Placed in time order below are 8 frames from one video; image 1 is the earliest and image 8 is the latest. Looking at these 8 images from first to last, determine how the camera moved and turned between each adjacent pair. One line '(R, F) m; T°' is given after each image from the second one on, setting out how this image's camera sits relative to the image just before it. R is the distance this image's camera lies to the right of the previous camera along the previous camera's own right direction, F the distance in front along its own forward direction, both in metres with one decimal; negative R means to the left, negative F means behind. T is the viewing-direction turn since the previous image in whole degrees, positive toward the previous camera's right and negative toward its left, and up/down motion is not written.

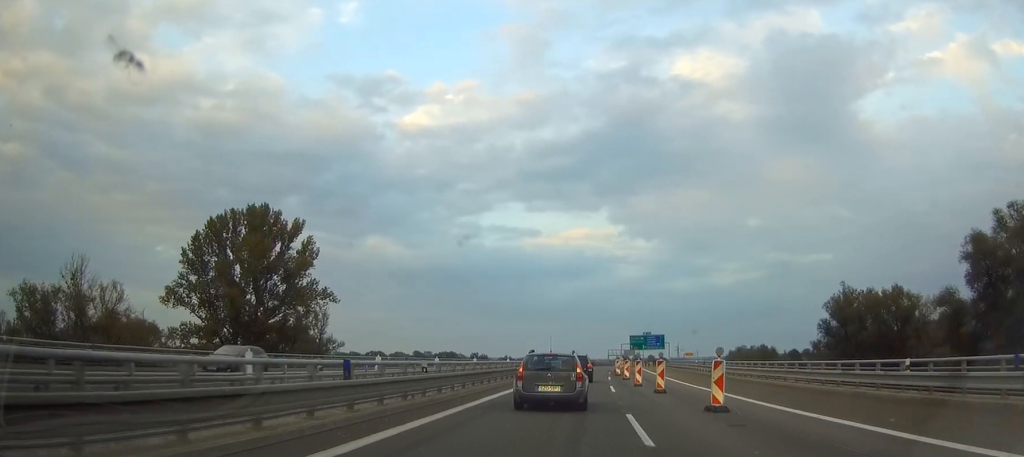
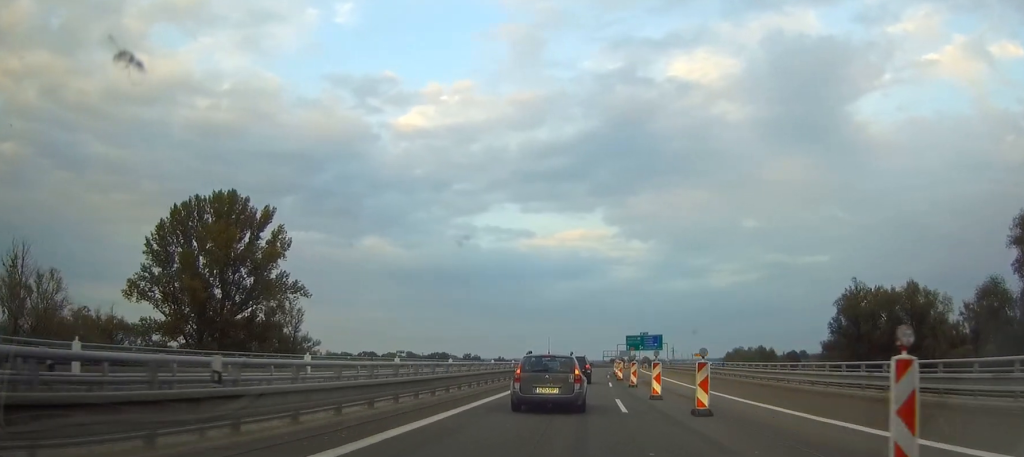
(0.0, +10.7) m; 0°
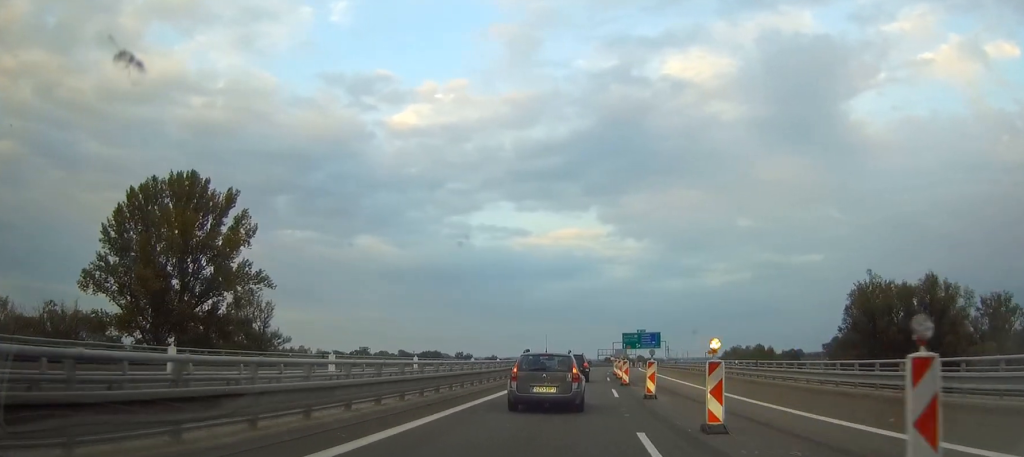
(0.0, +11.4) m; +1°
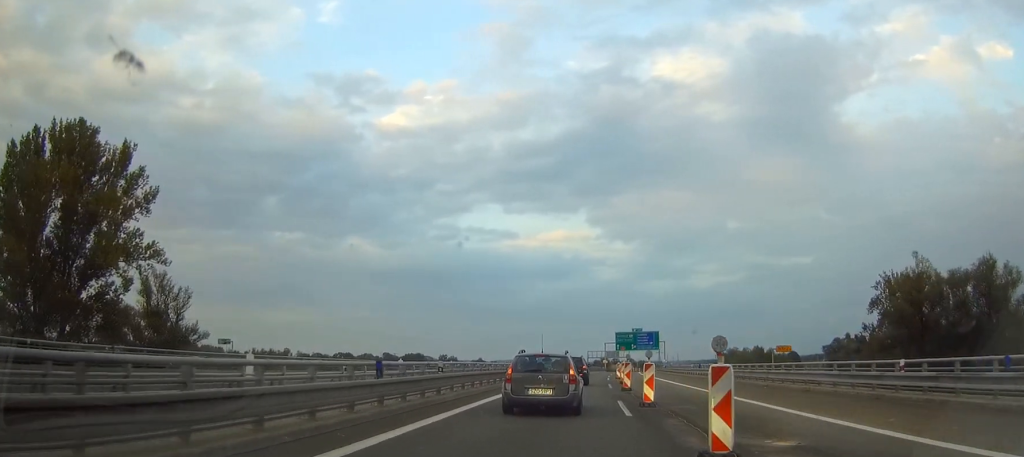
(+0.5, +25.9) m; +3°
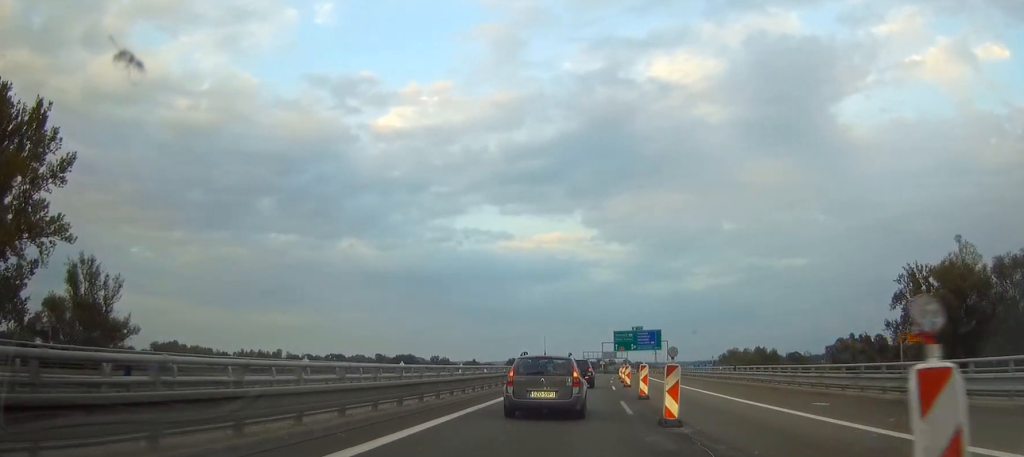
(+0.4, +16.9) m; +2°
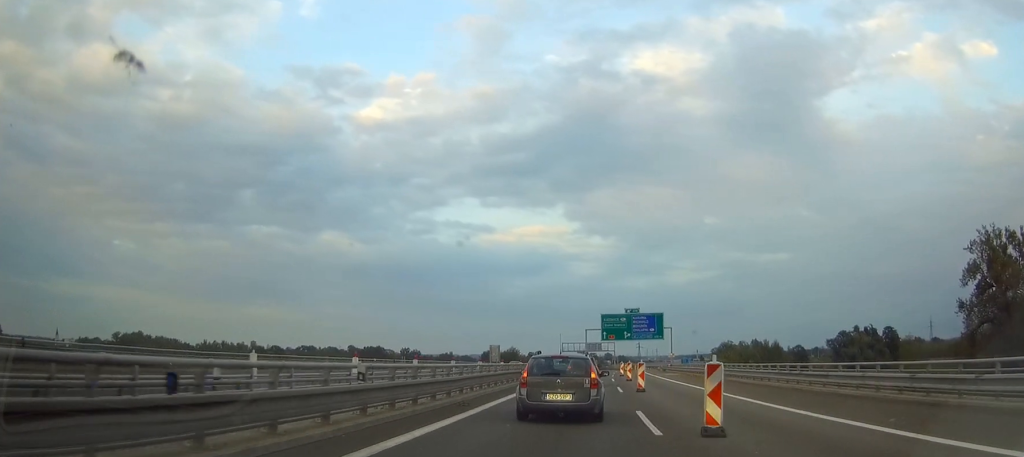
(+0.2, +42.5) m; +1°
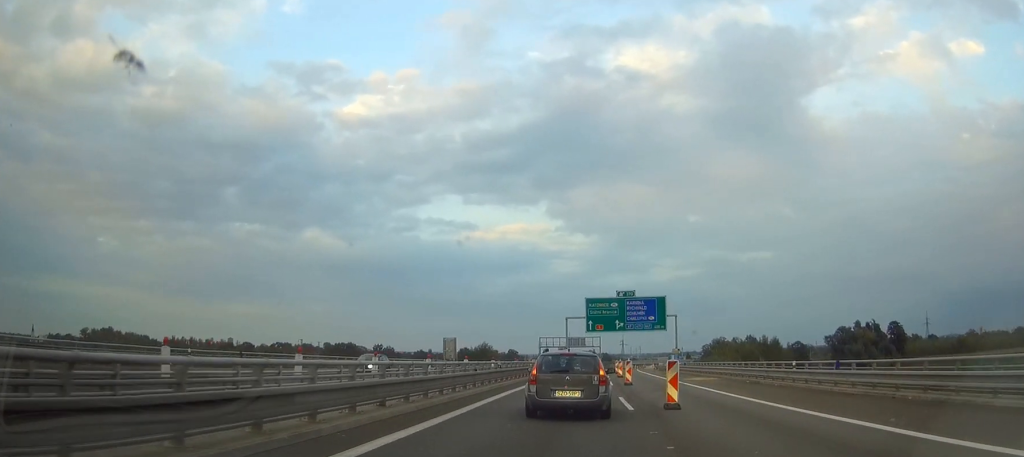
(+0.4, +31.9) m; +1°
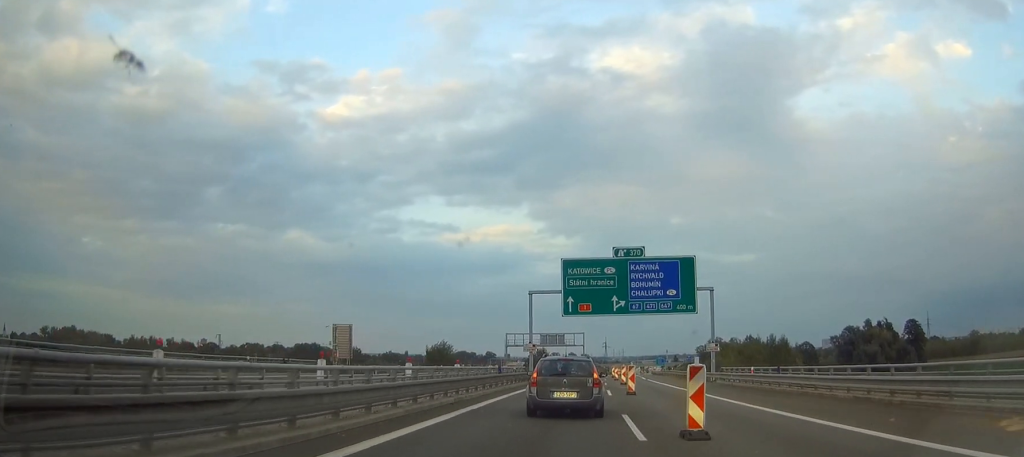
(+0.7, +43.3) m; +1°
